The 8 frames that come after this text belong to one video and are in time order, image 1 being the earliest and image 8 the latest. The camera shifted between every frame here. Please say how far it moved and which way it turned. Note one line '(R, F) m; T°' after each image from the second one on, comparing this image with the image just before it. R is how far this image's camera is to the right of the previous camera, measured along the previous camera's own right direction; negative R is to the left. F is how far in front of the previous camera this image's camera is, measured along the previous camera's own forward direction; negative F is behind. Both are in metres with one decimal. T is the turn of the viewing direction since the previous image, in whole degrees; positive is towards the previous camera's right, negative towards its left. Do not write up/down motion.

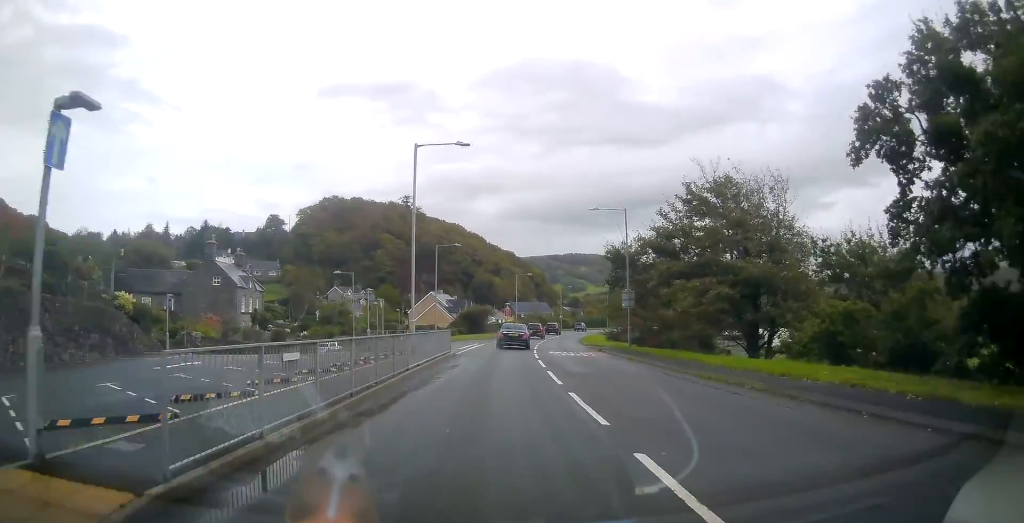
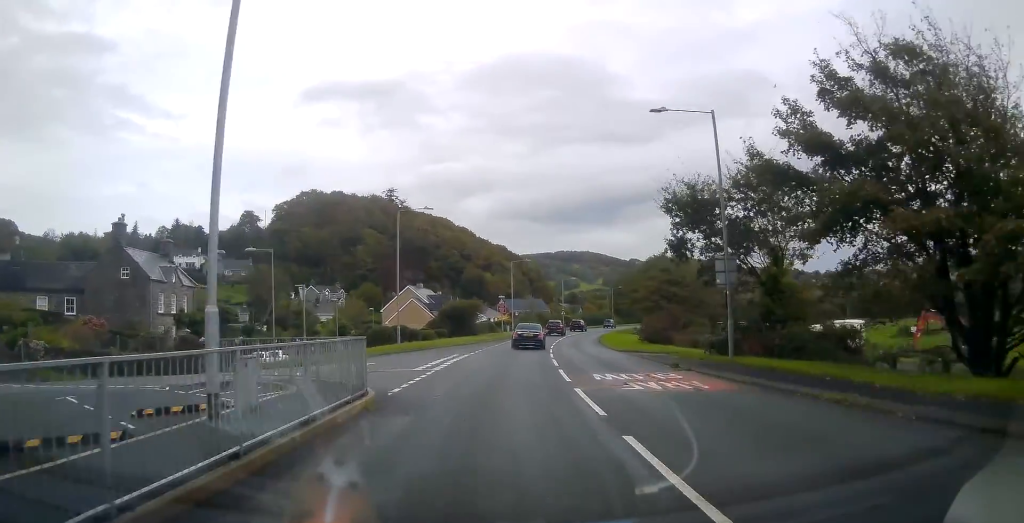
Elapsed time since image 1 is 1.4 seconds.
(+0.3, +16.8) m; 0°
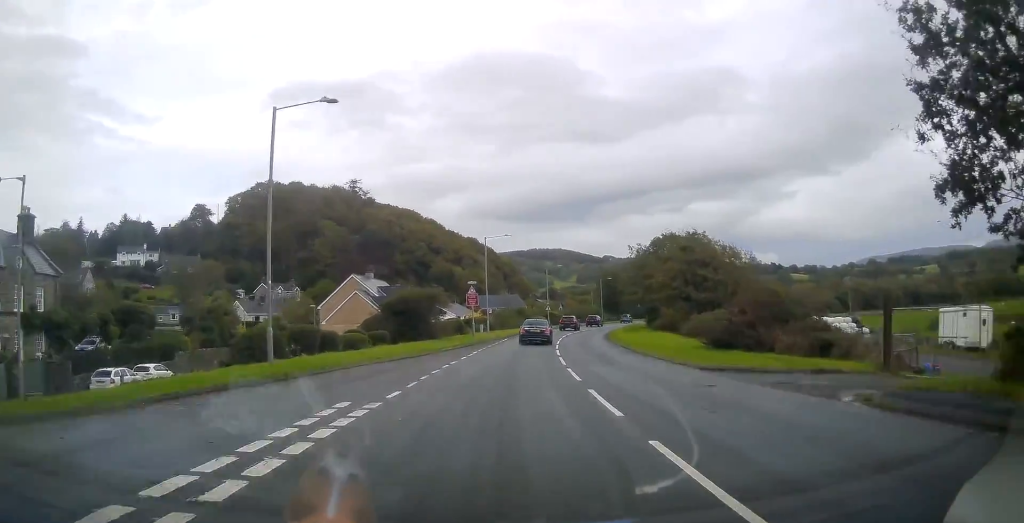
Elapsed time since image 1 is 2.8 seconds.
(-0.2, +18.0) m; +2°
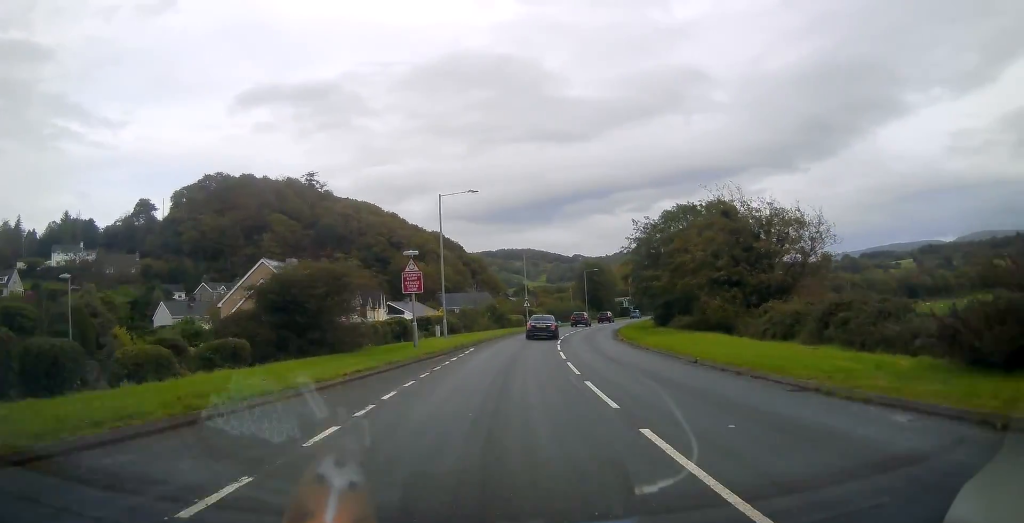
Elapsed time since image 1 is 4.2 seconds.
(+0.8, +17.1) m; +2°
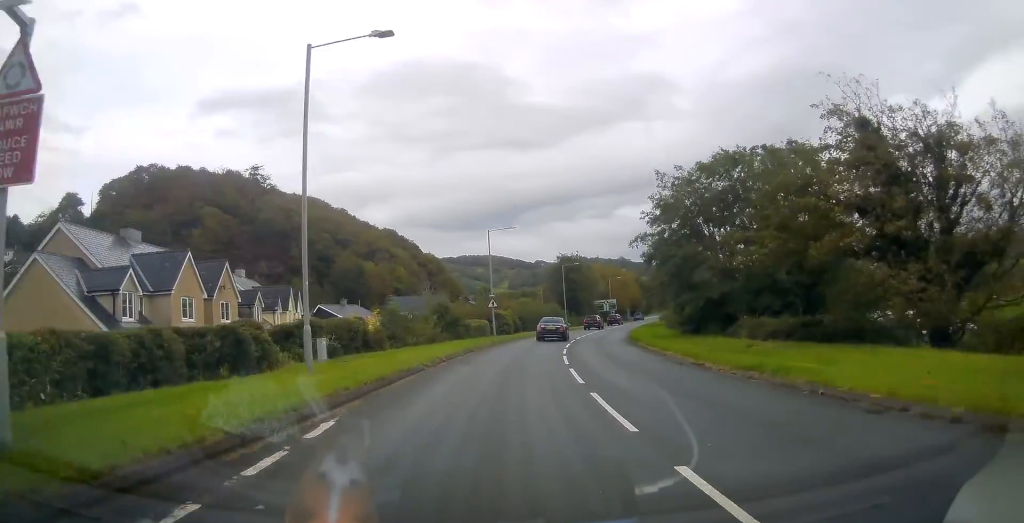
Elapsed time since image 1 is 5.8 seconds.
(+0.3, +19.5) m; +4°
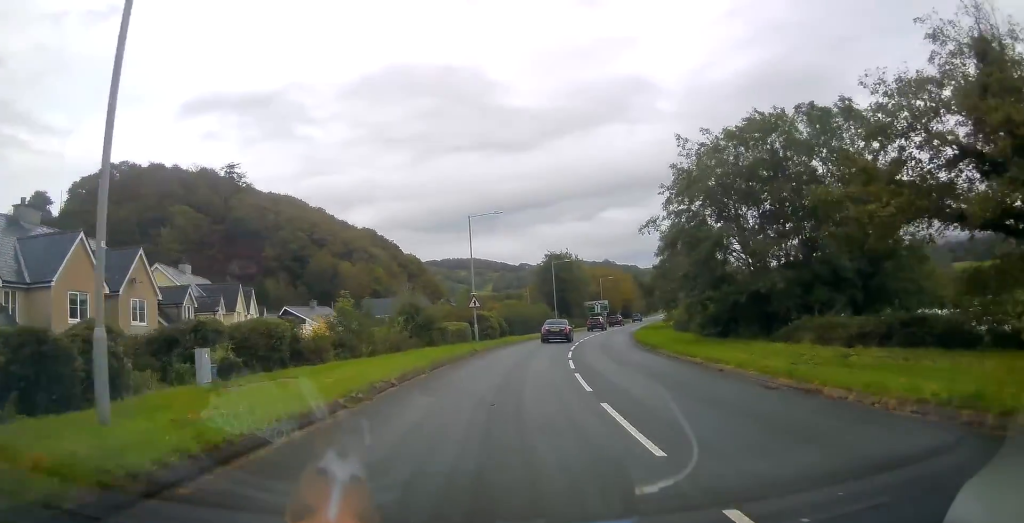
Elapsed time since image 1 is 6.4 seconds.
(+0.2, +7.3) m; +2°
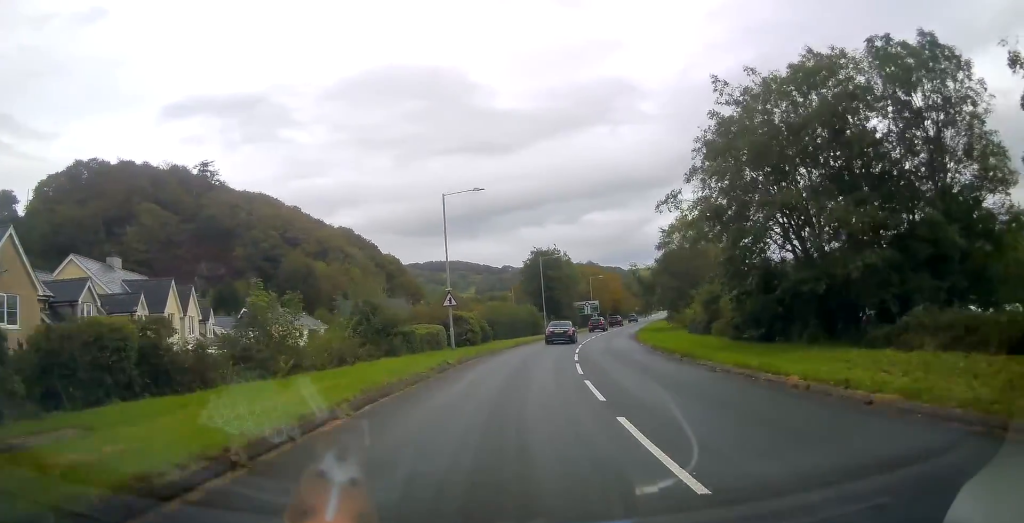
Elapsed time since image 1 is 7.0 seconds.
(0.0, +7.3) m; 0°
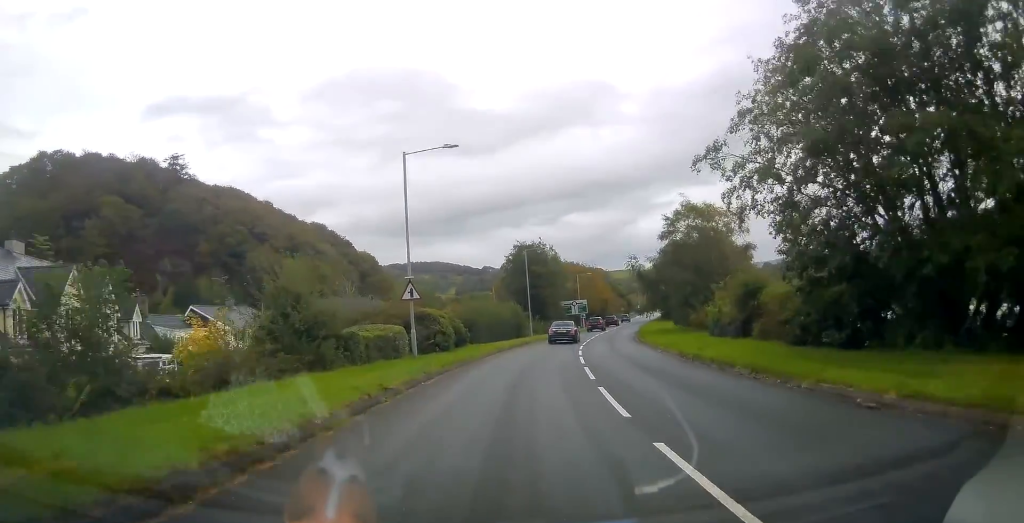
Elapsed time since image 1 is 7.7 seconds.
(0.0, +7.7) m; +2°
